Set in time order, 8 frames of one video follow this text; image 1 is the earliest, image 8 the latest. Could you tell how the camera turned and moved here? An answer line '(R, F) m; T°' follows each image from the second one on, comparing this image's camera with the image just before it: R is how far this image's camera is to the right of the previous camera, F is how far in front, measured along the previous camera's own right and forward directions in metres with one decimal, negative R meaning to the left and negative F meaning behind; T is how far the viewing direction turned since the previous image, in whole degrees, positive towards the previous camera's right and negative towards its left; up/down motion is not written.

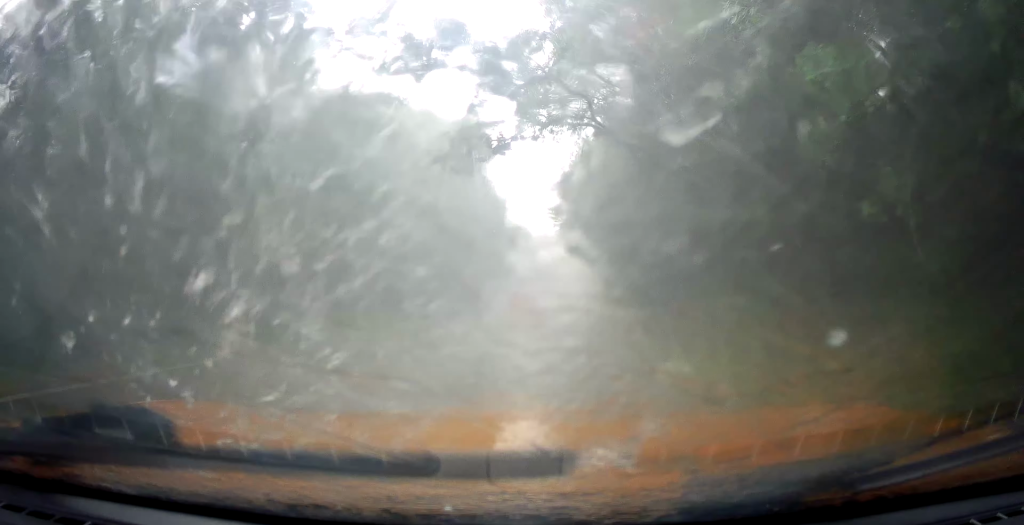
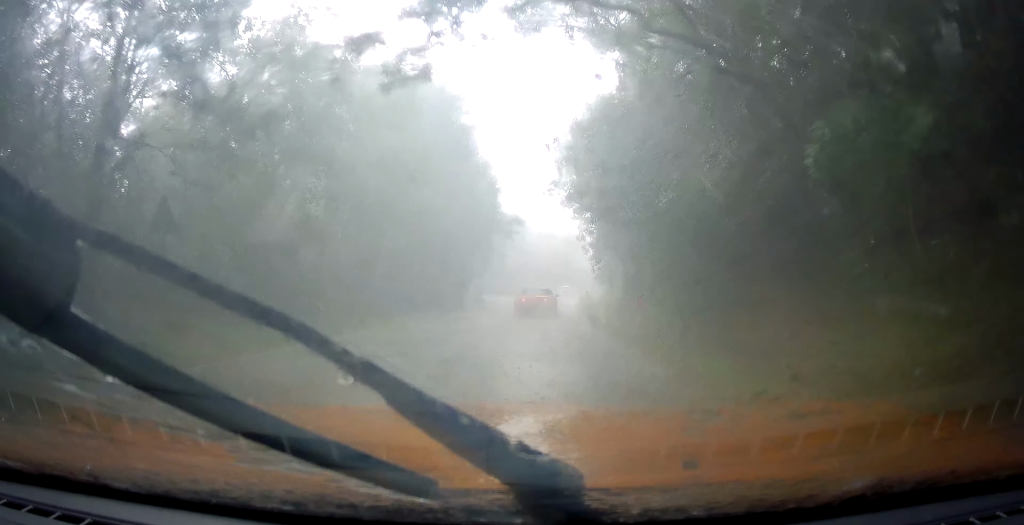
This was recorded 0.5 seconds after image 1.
(-0.1, +6.7) m; -1°
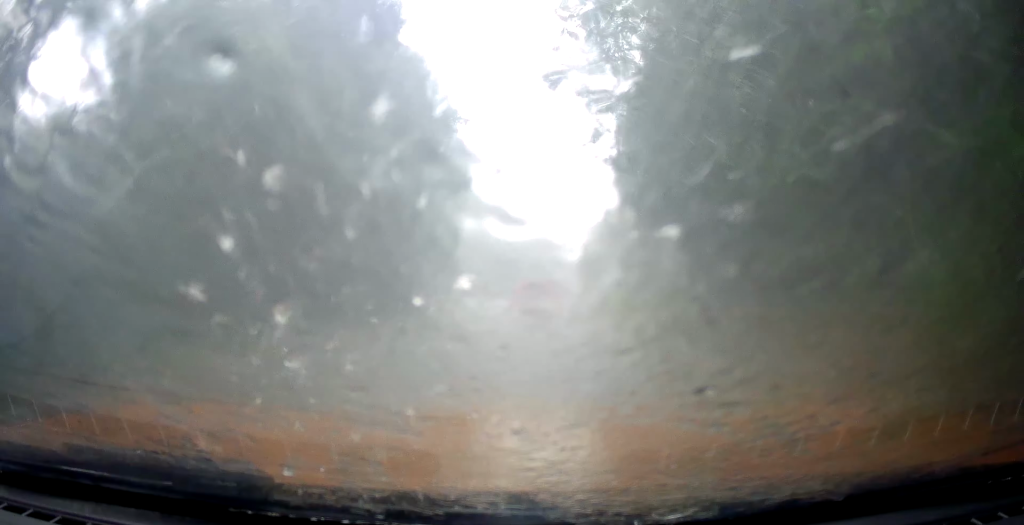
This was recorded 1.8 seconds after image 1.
(+0.4, +15.5) m; +4°
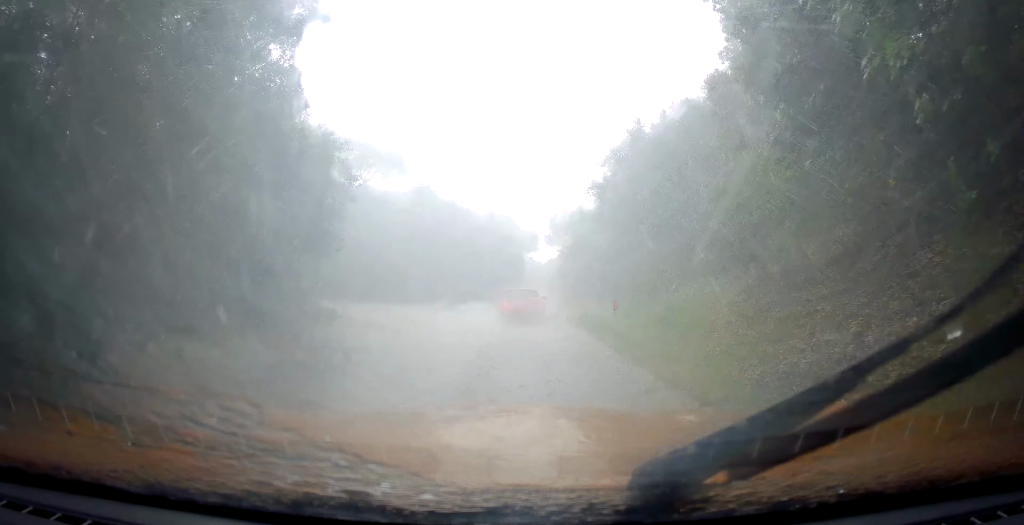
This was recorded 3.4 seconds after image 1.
(+0.5, +18.8) m; +6°
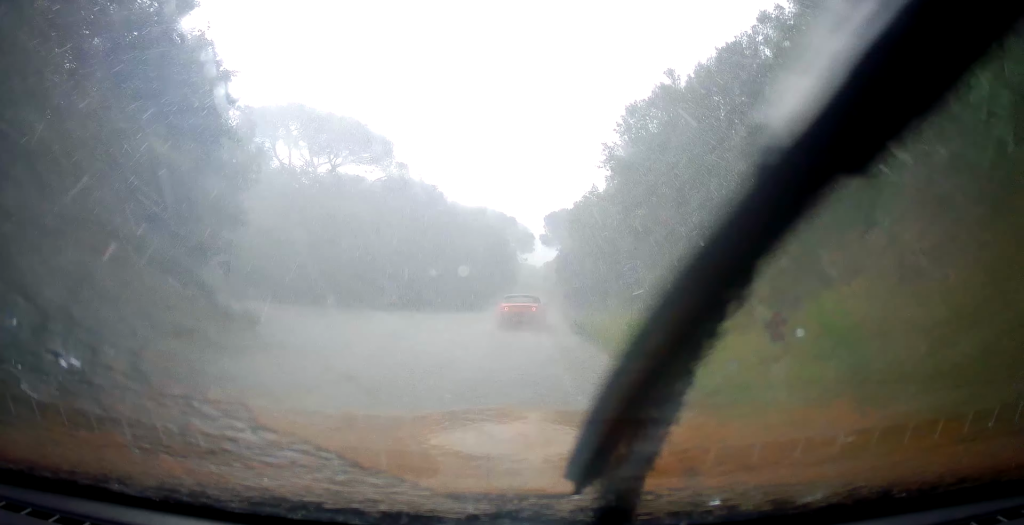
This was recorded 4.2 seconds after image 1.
(+0.8, +9.1) m; +5°
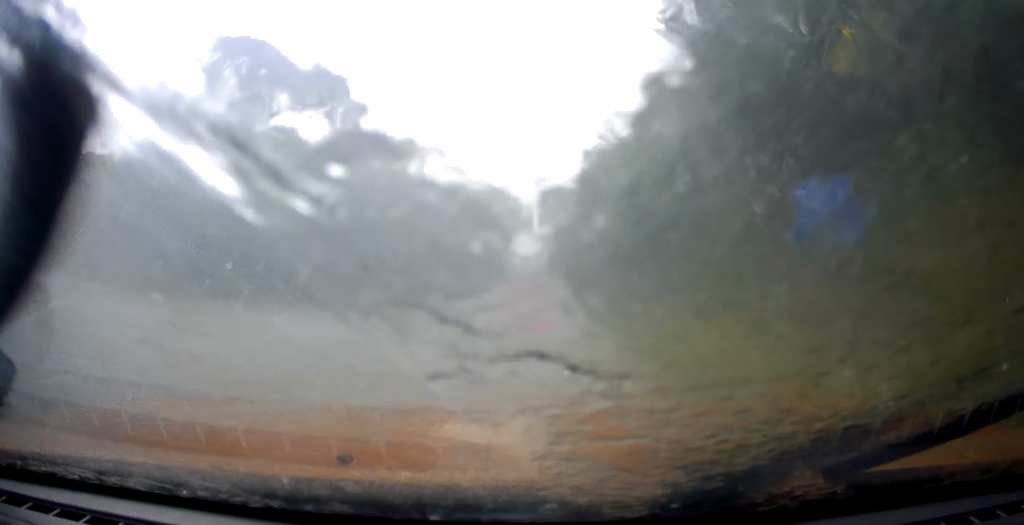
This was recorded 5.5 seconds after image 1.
(+0.4, +14.6) m; +2°
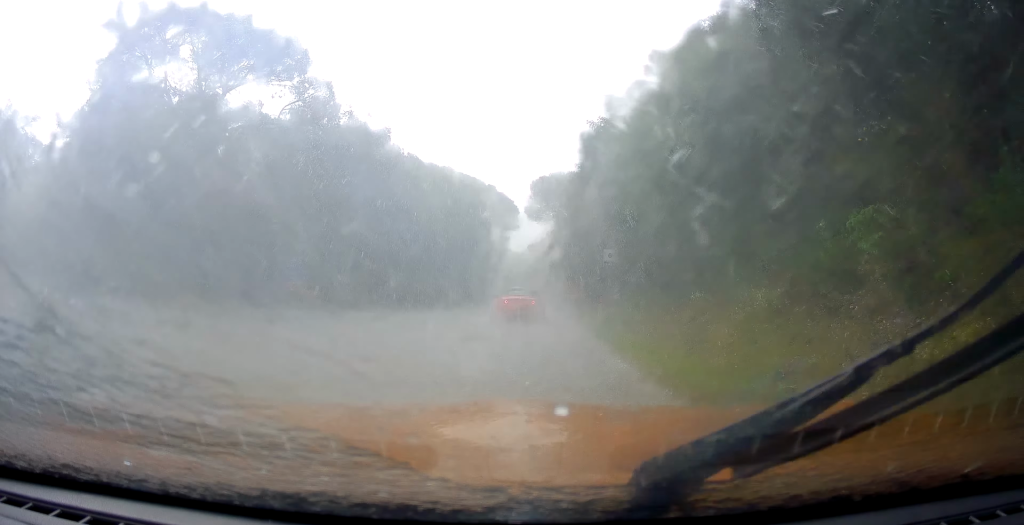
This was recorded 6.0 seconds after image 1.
(0.0, +5.4) m; +3°
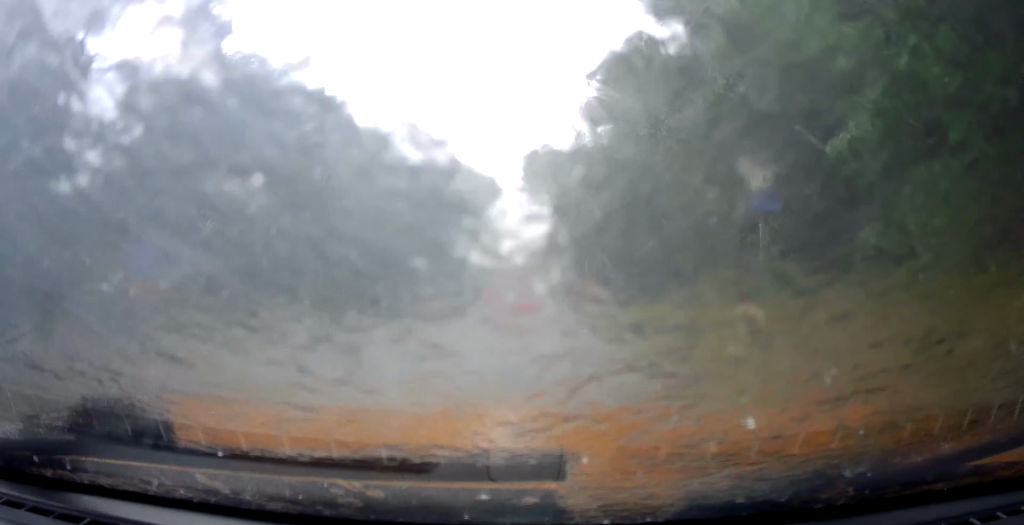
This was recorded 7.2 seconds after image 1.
(+0.9, +13.4) m; +2°
